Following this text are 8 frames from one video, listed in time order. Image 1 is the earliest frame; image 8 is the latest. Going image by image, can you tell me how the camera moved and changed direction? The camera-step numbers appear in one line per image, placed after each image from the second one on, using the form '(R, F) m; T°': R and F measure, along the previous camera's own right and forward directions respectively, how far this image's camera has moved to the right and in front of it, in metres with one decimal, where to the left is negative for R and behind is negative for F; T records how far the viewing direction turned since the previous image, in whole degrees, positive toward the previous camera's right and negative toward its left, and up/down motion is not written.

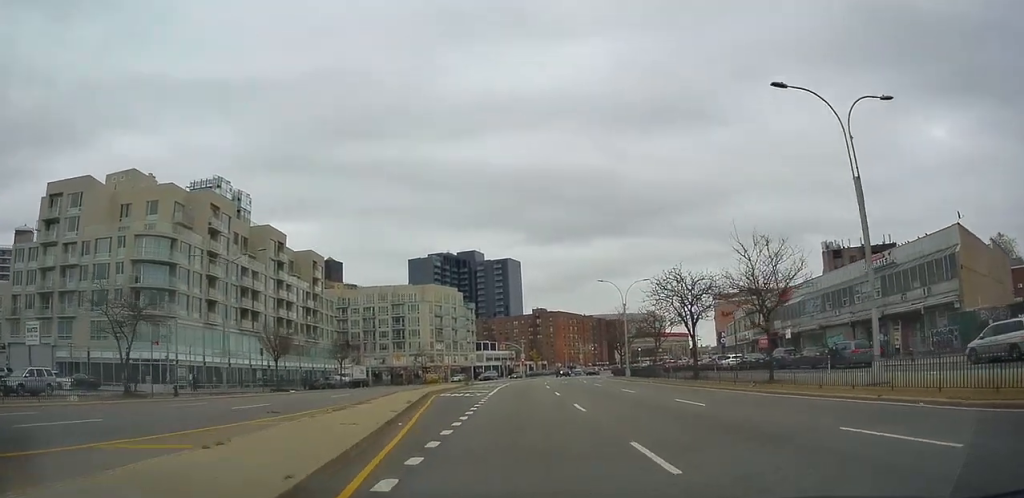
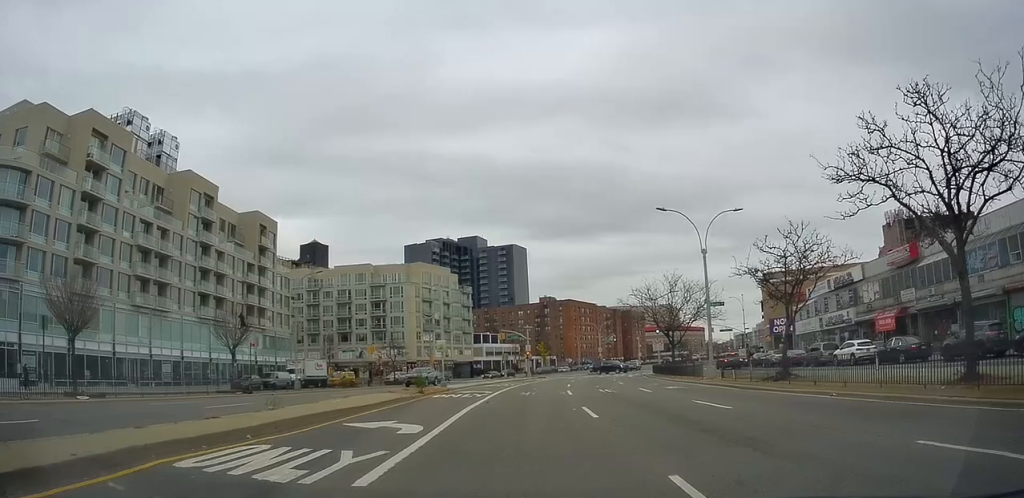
(+0.4, +23.3) m; +1°
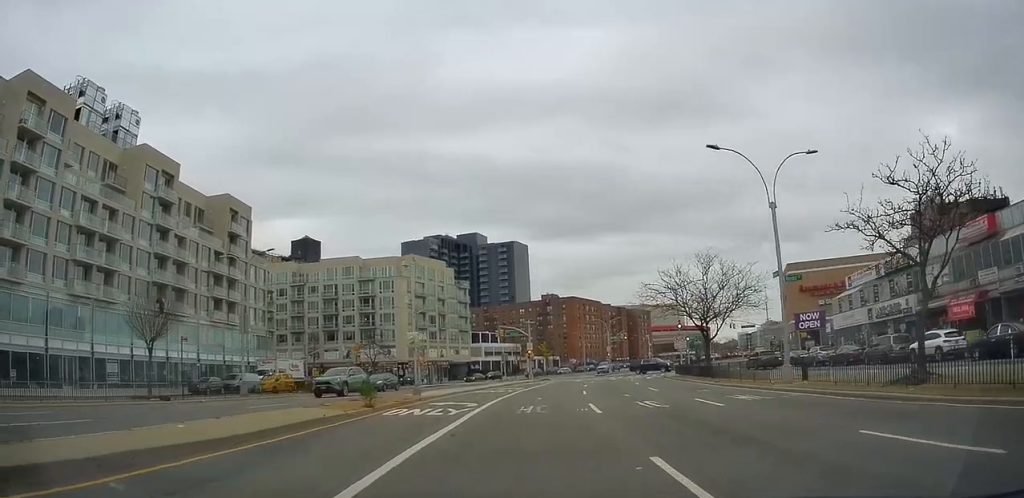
(+0.2, +8.7) m; 0°
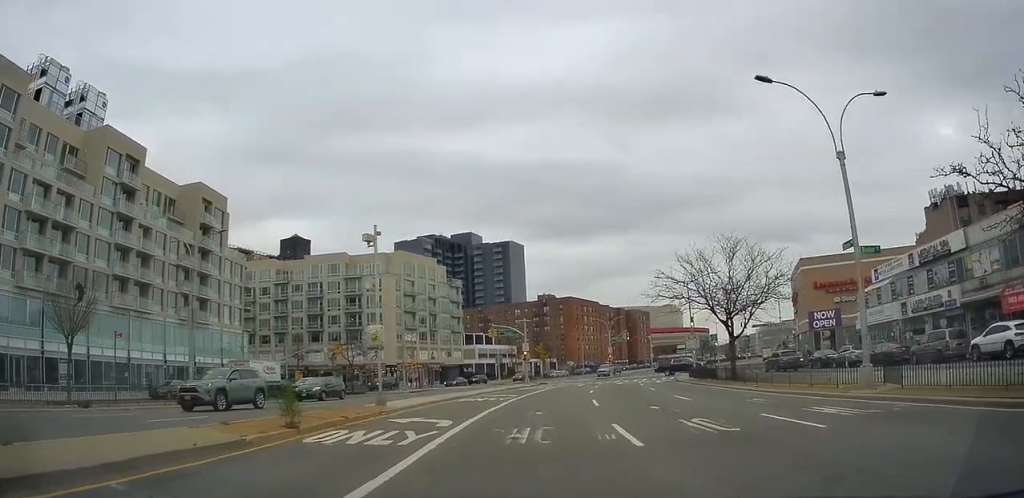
(+0.1, +5.7) m; 0°
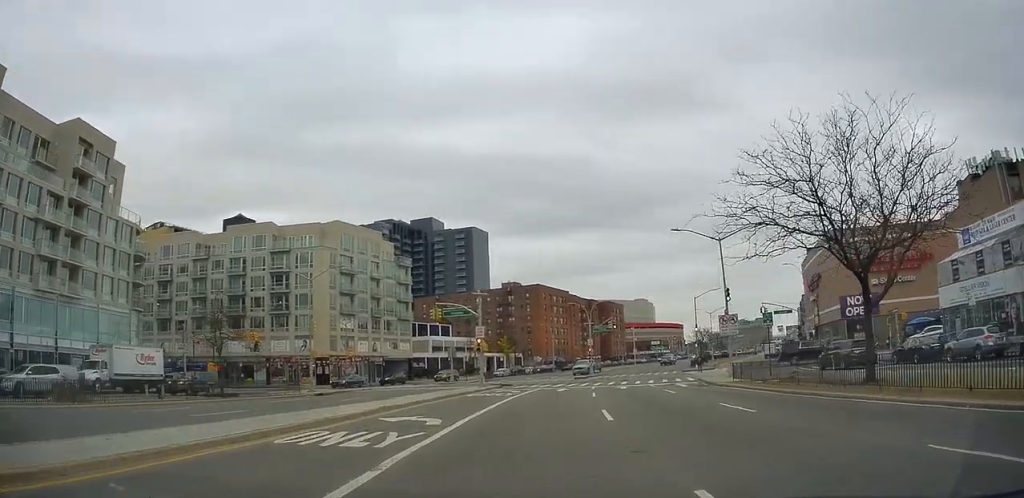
(-0.2, +17.5) m; 0°
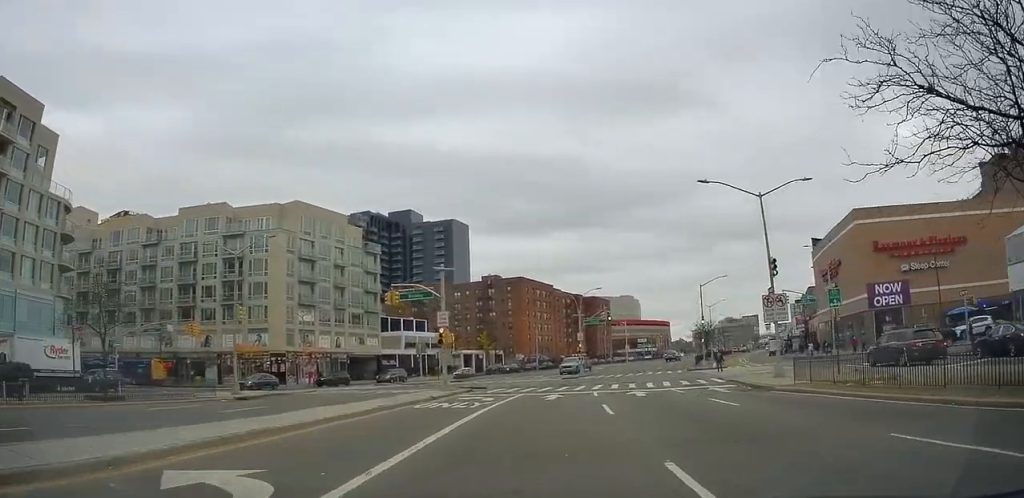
(-0.1, +9.2) m; 0°
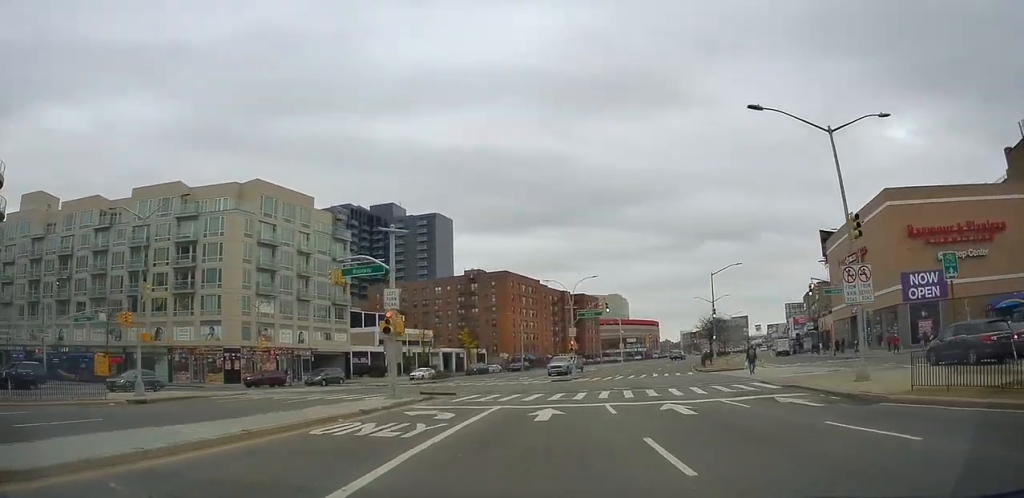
(0.0, +8.1) m; +1°
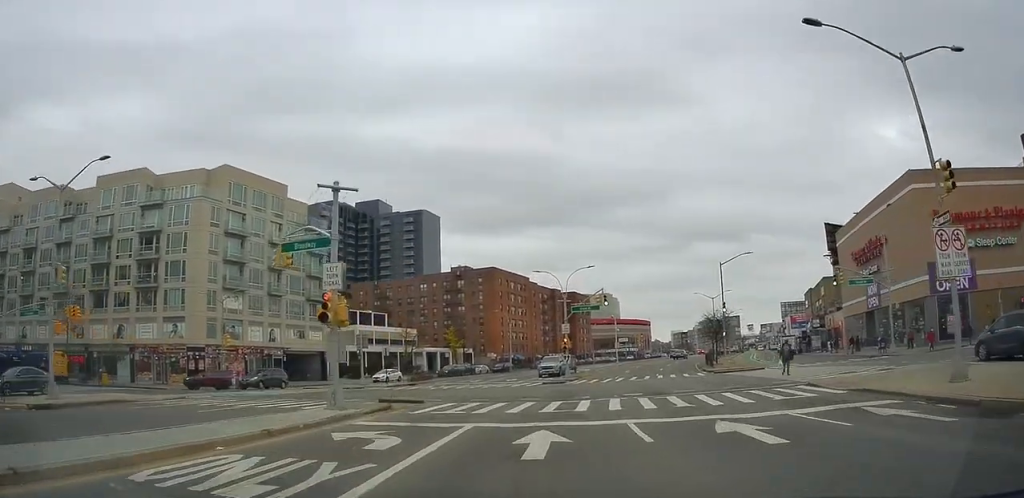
(+0.1, +5.4) m; +2°
